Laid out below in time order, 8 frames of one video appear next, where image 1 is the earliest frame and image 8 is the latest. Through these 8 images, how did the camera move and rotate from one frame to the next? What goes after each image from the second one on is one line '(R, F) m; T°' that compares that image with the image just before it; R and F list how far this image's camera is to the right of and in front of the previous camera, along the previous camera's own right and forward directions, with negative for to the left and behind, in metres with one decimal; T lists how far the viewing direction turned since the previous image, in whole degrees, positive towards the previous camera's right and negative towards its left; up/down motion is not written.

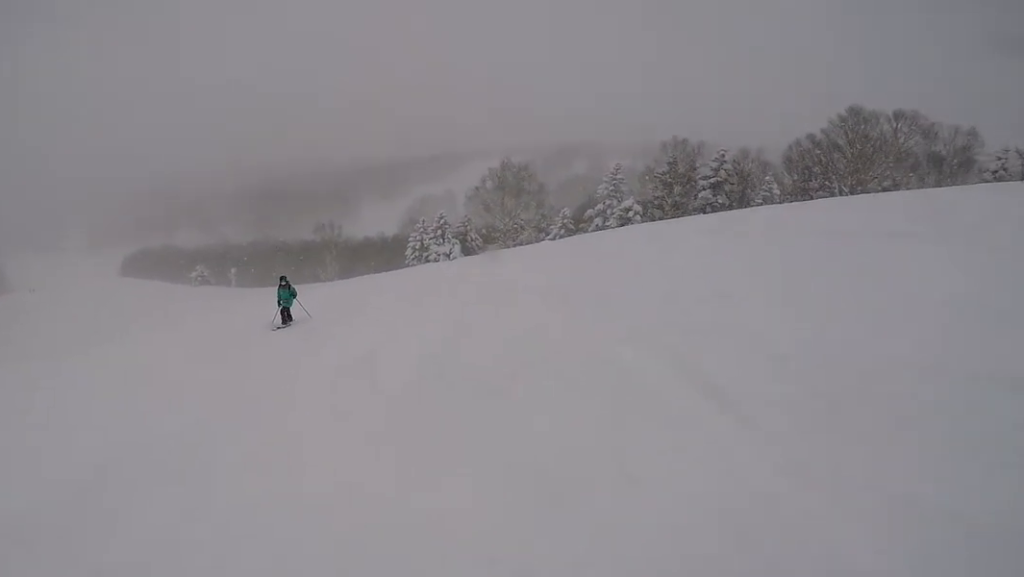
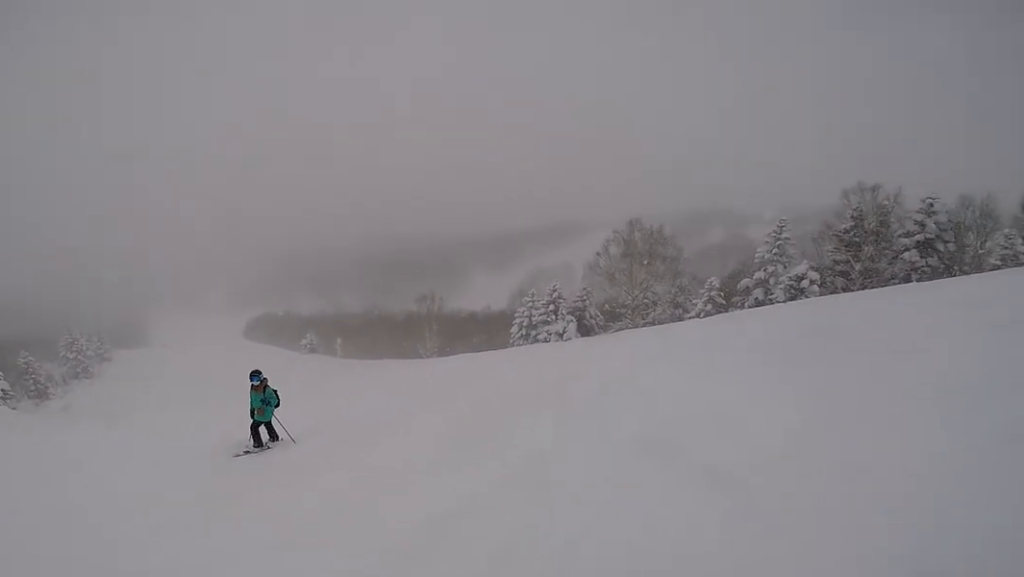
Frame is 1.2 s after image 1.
(+0.8, +4.1) m; +17°
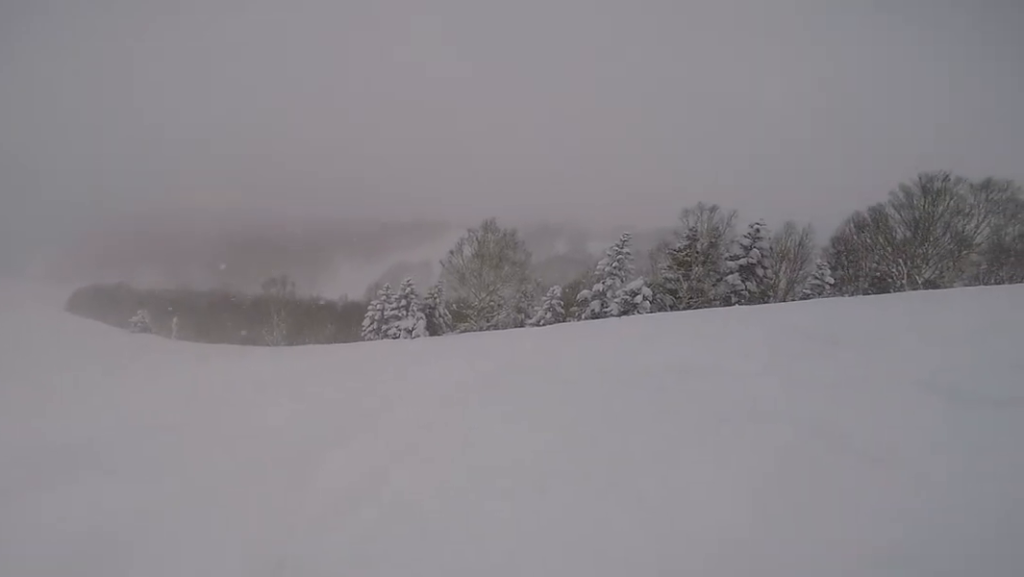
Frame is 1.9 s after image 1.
(+0.2, +2.7) m; +4°
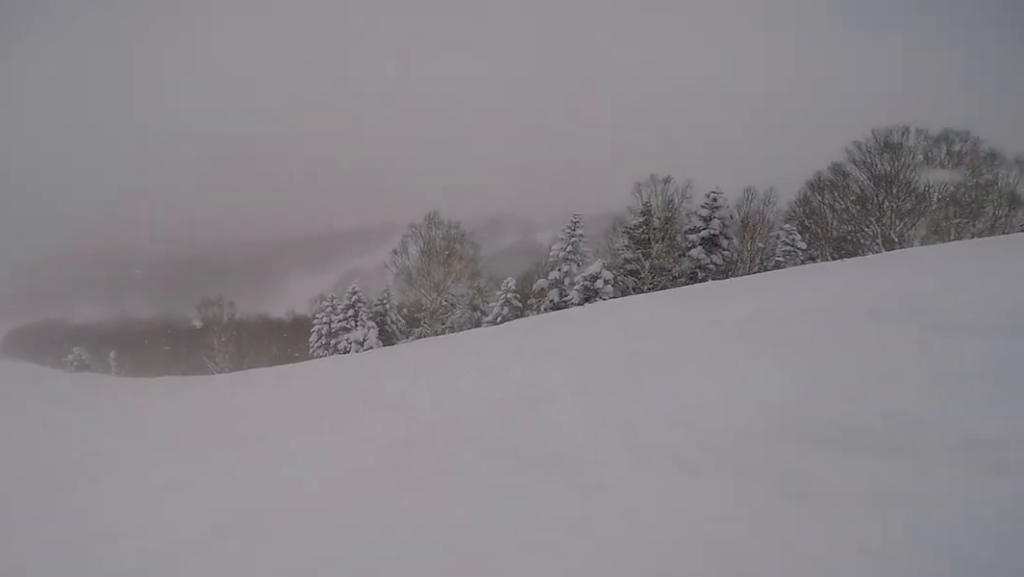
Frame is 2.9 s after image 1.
(+0.1, +3.4) m; -1°
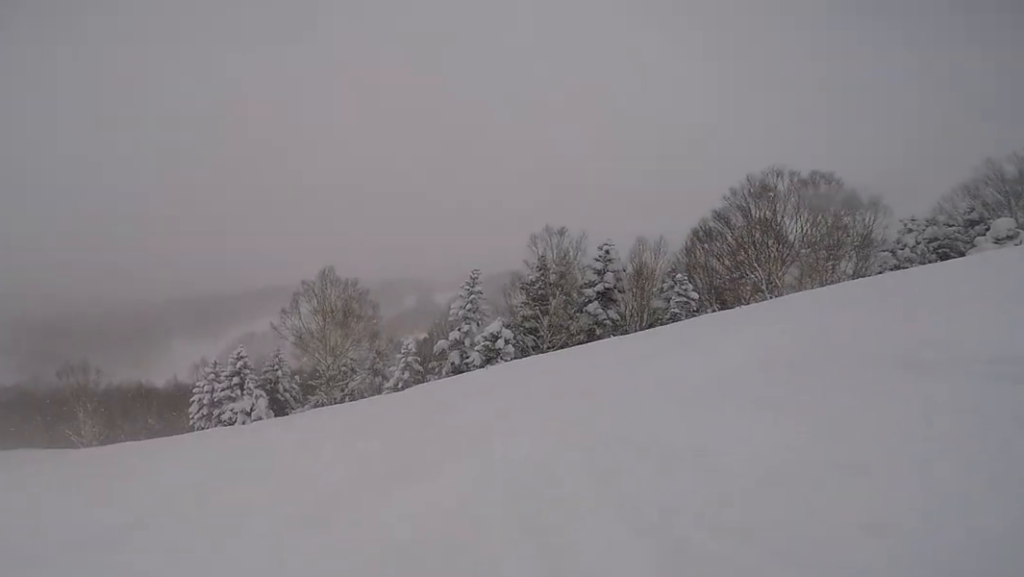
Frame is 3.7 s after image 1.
(-0.1, +2.6) m; -10°
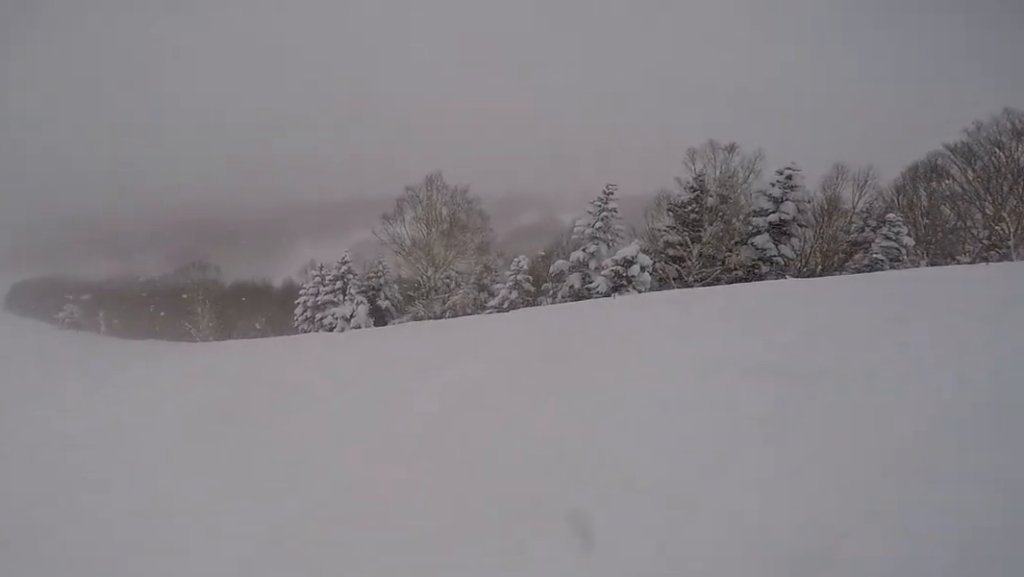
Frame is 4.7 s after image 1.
(-0.4, +2.3) m; -26°
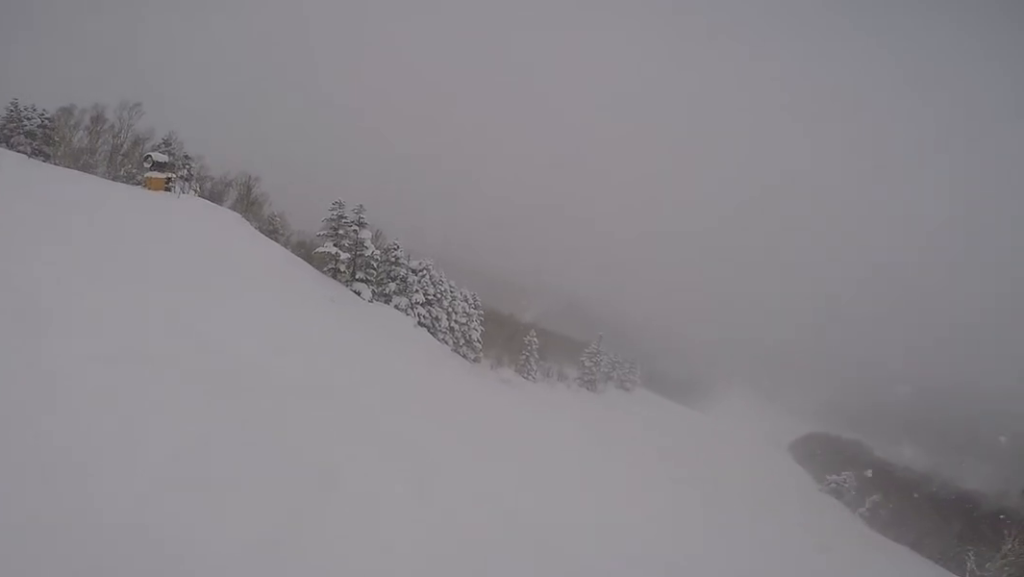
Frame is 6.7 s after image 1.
(-2.1, +3.6) m; -55°
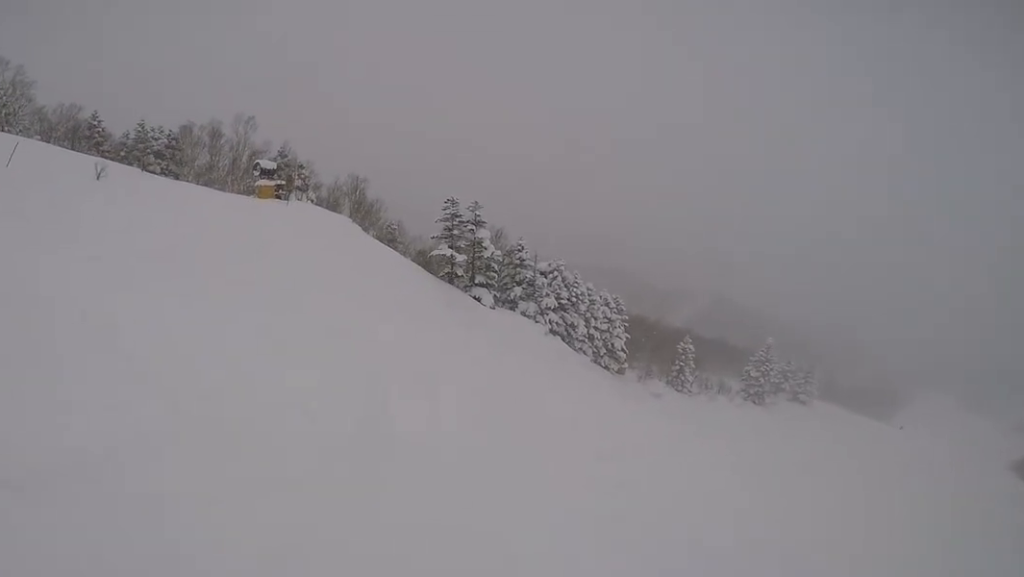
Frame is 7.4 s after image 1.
(-0.3, +2.1) m; -14°
